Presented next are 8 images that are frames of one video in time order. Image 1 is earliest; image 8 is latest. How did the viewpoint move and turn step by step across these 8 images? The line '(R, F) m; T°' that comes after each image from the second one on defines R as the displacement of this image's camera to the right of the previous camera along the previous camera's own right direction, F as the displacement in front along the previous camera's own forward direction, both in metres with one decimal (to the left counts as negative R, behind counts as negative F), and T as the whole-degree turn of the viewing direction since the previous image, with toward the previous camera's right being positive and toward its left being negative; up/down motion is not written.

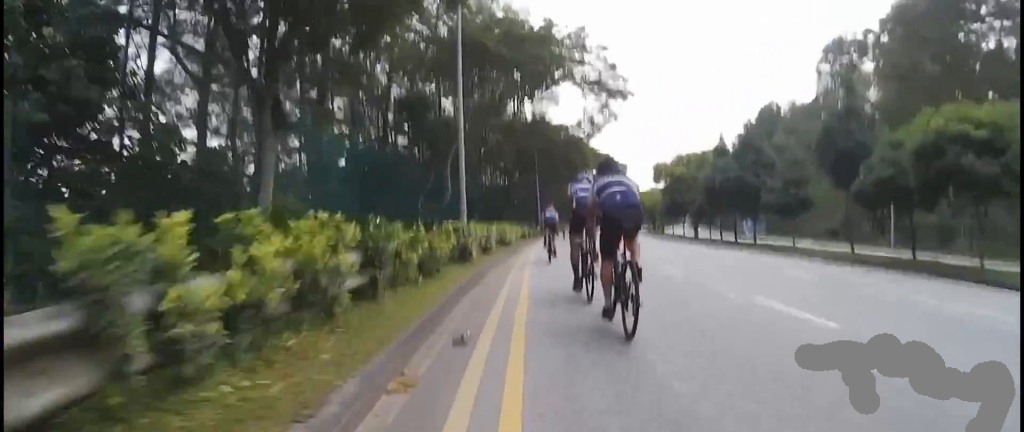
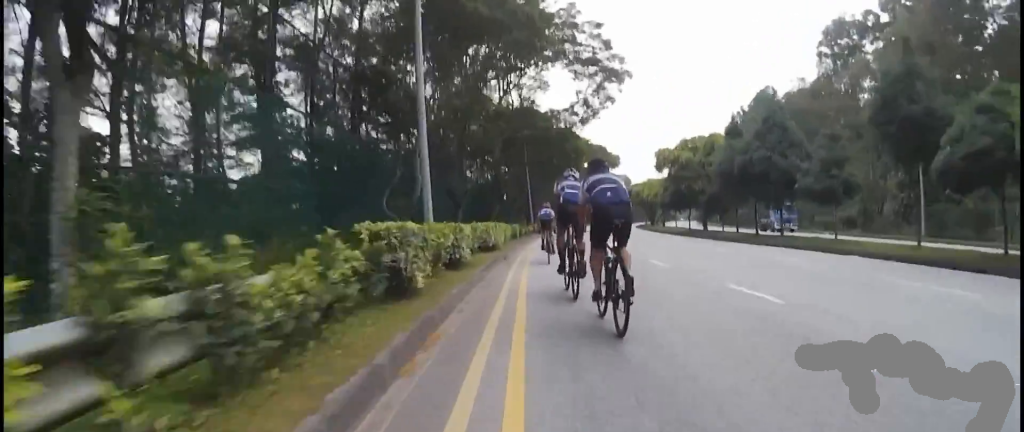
(-0.3, +4.8) m; 0°
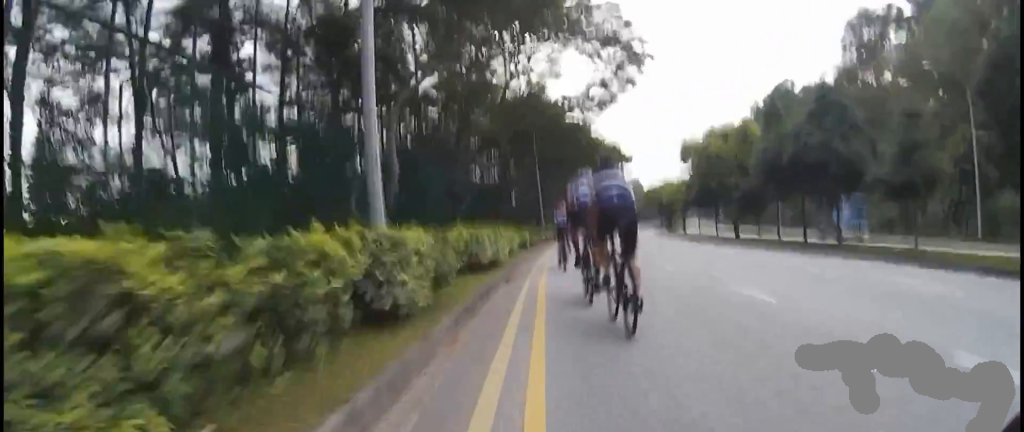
(+0.7, +4.8) m; 0°
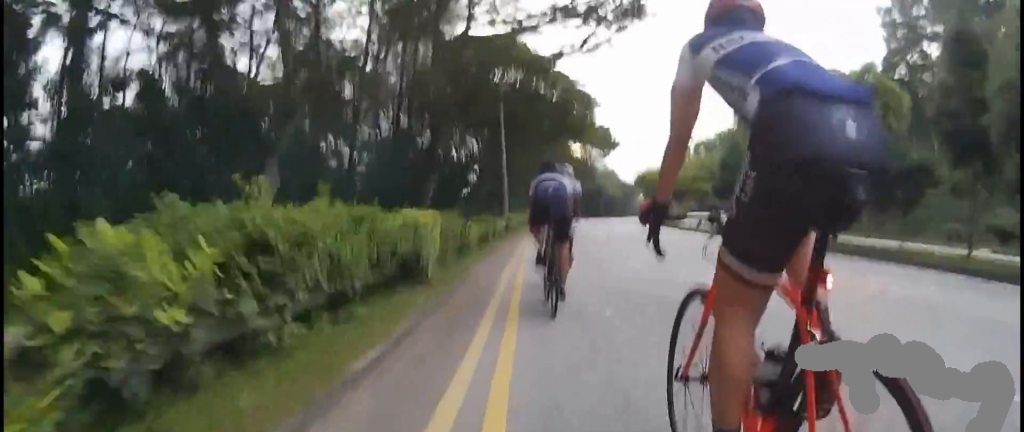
(-0.3, +17.4) m; +4°
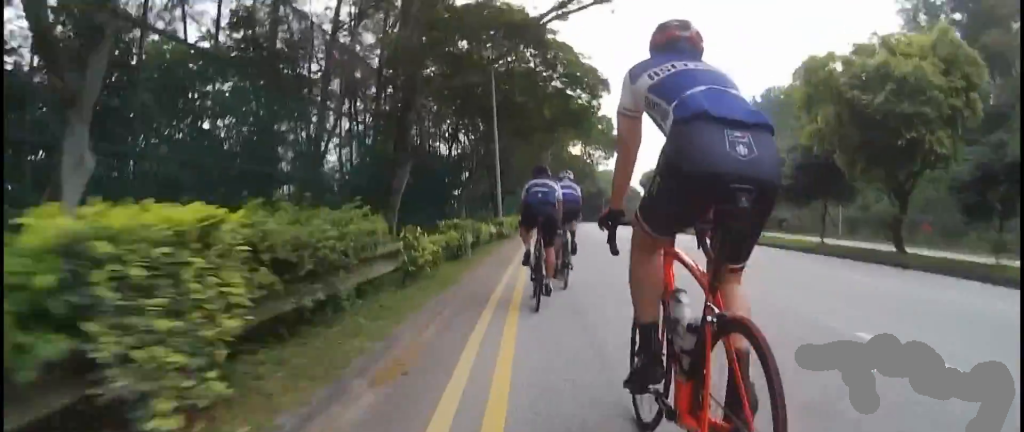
(+0.4, +4.8) m; +4°
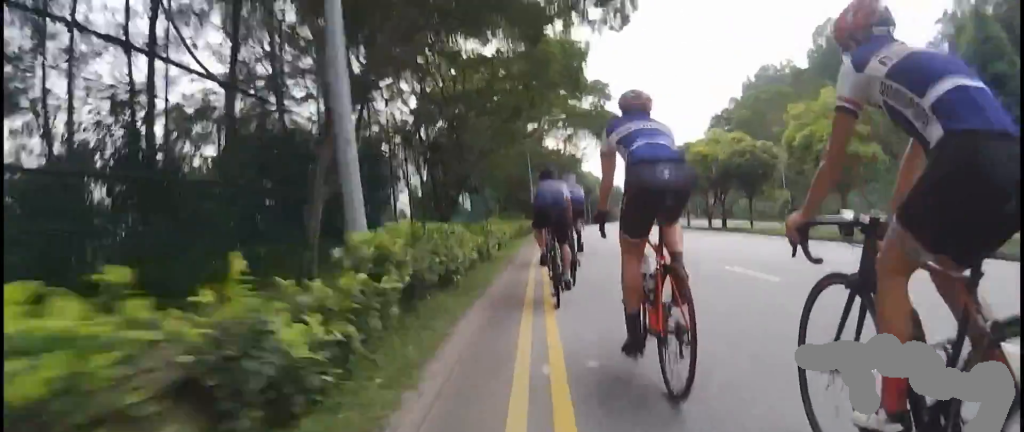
(+0.1, +20.0) m; 0°
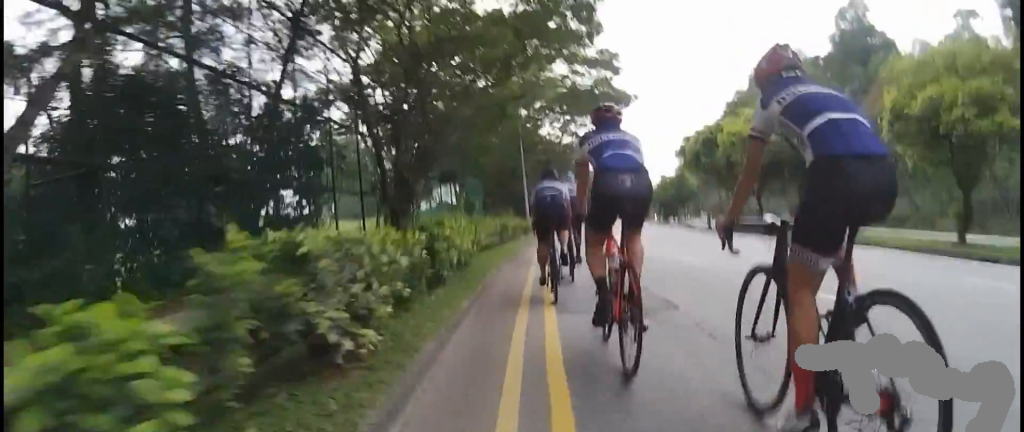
(0.0, +8.1) m; 0°
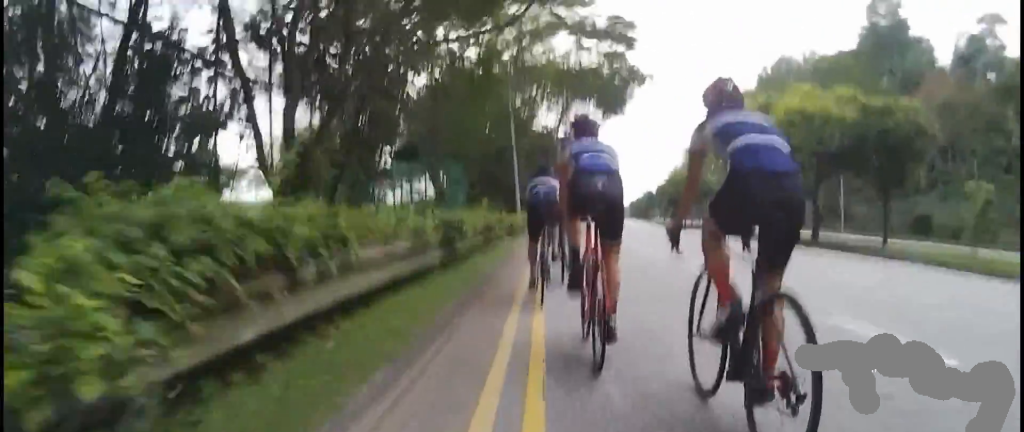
(0.0, +7.8) m; 0°
